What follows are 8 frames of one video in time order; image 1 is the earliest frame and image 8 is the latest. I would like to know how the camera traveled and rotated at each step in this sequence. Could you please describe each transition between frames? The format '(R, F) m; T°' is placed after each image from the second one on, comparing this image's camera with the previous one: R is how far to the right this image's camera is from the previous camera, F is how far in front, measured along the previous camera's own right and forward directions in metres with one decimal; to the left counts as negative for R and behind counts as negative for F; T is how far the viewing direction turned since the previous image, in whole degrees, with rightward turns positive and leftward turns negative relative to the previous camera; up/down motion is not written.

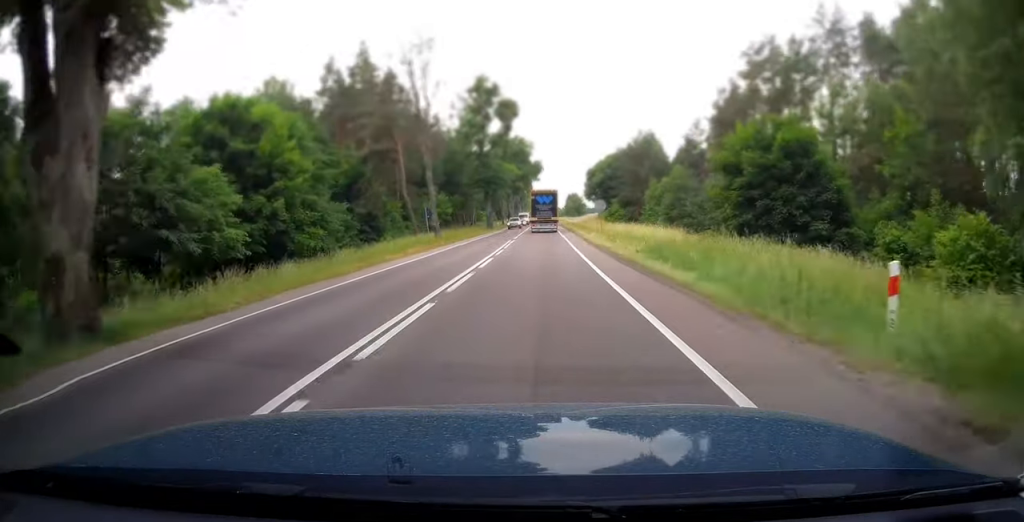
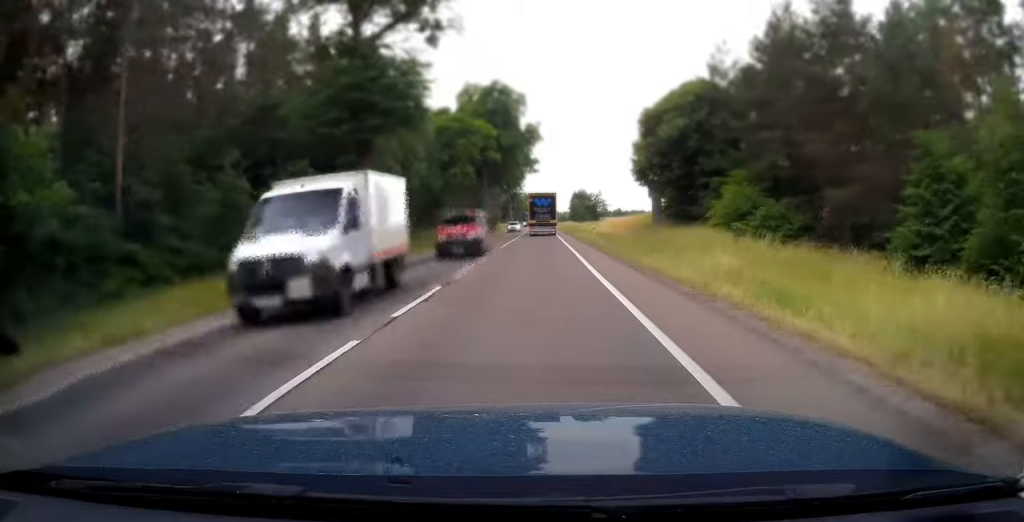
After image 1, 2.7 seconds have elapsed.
(0.0, +57.6) m; 0°
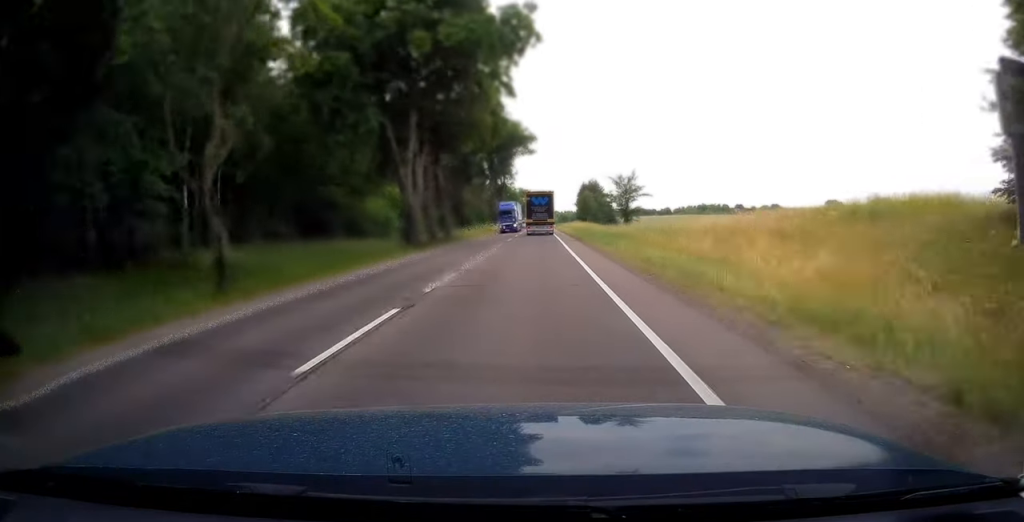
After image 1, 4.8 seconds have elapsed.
(+0.2, +45.3) m; 0°
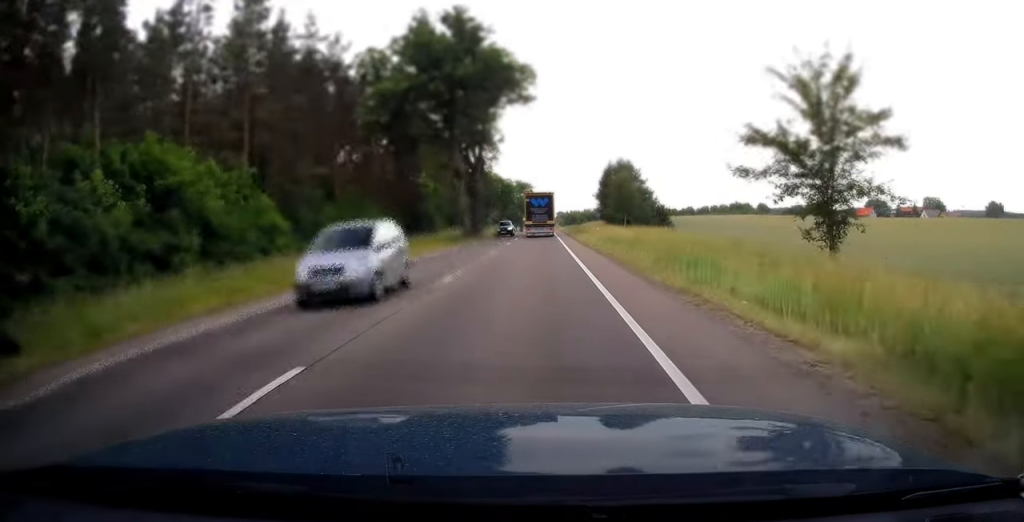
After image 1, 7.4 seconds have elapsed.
(-0.1, +52.9) m; 0°
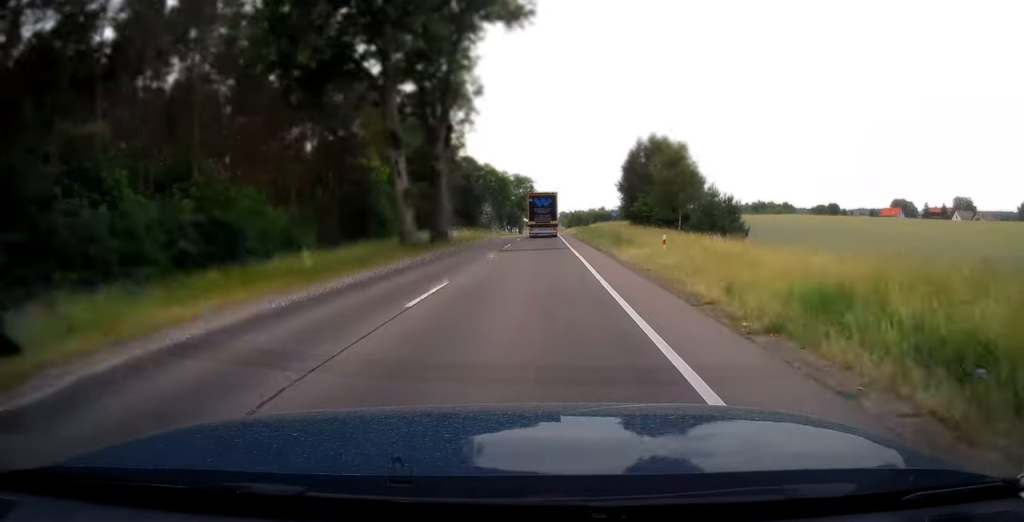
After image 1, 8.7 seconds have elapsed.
(+0.1, +28.2) m; 0°
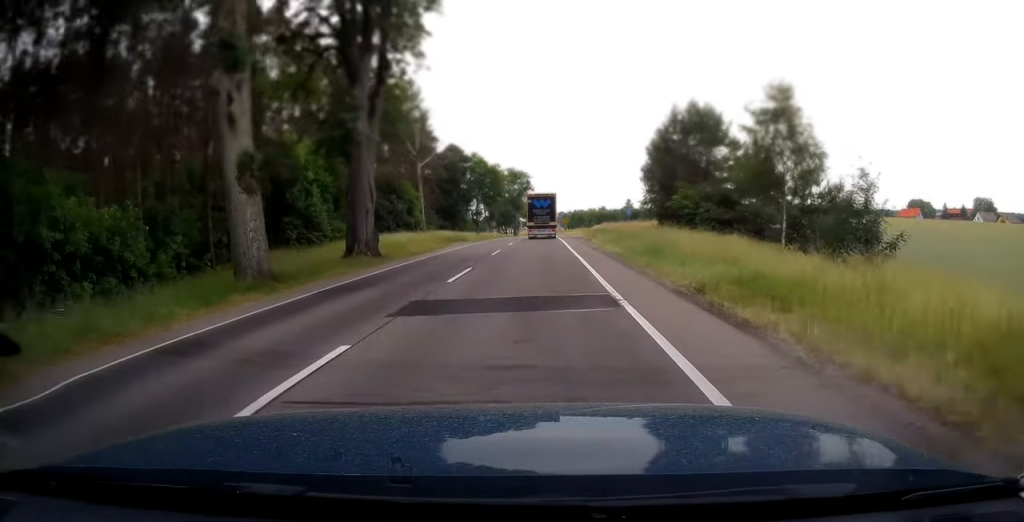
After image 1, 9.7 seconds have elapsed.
(-0.3, +19.7) m; 0°
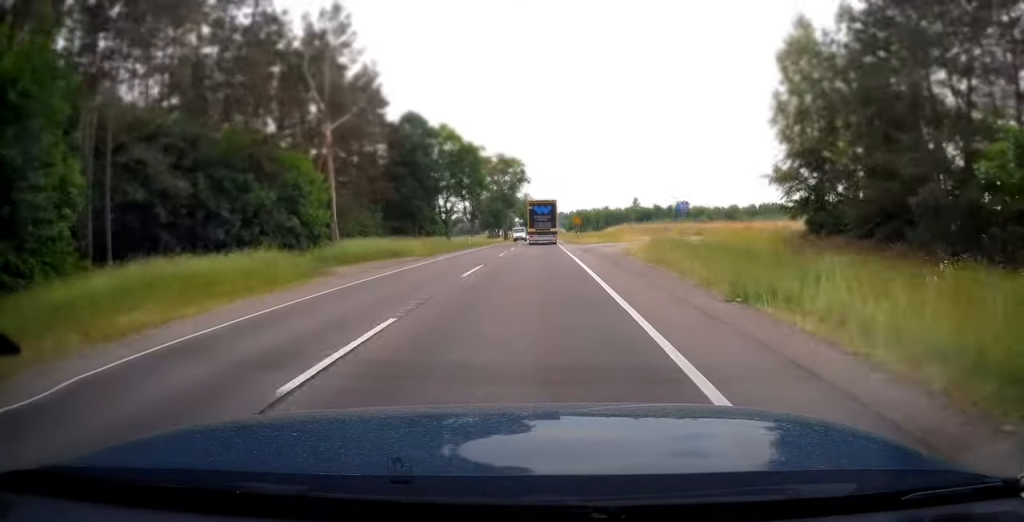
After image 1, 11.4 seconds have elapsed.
(0.0, +34.5) m; 0°
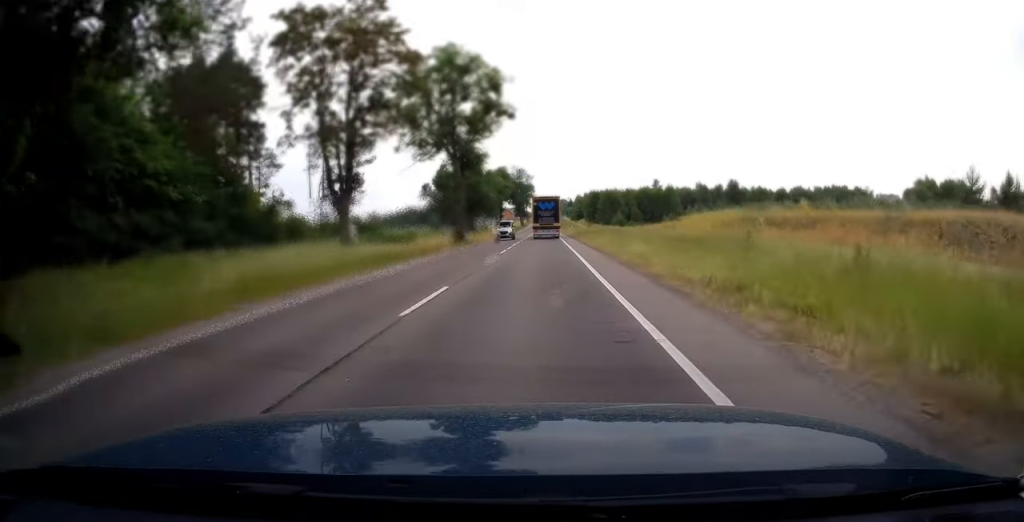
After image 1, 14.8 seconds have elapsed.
(+0.2, +68.8) m; 0°
